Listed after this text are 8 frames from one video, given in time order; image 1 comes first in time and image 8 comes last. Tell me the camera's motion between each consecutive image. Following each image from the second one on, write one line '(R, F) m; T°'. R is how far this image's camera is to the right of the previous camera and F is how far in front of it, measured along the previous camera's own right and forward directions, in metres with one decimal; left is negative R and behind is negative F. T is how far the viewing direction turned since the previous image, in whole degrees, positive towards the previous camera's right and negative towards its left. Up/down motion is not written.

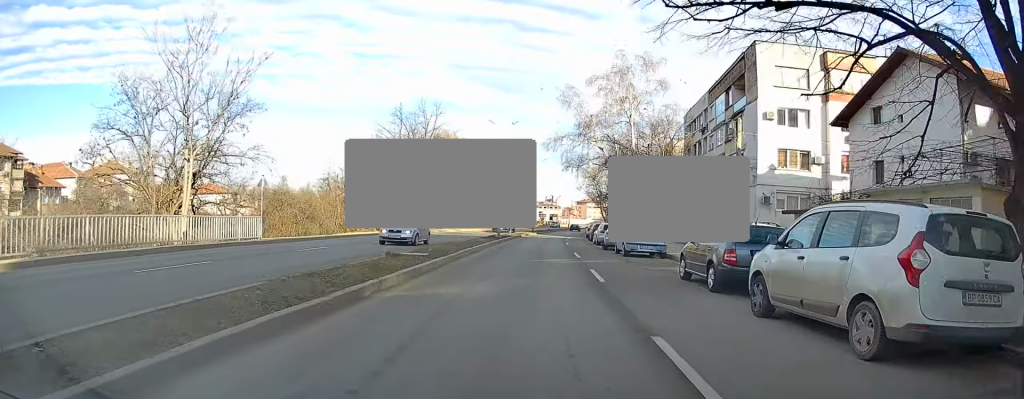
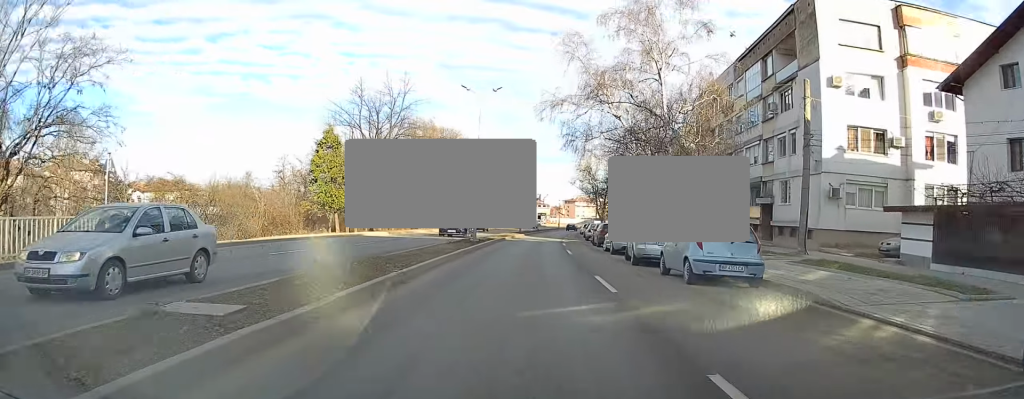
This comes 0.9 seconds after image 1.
(+0.1, +10.8) m; +2°
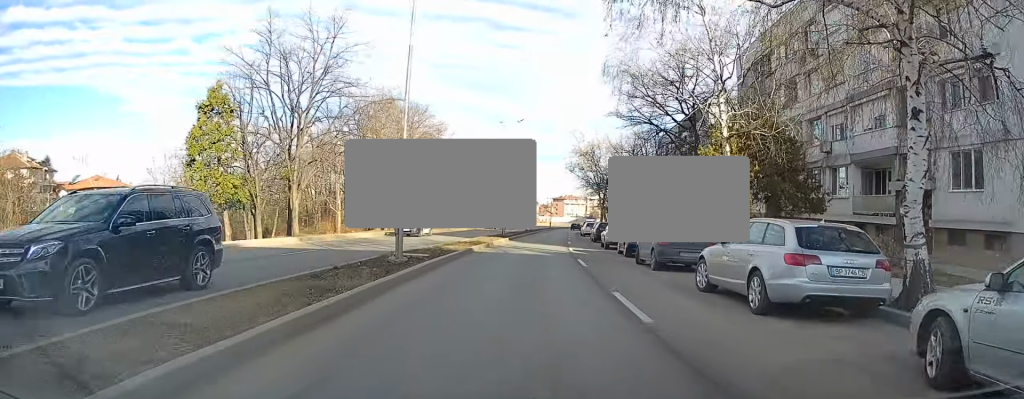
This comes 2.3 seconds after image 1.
(+0.5, +17.4) m; +2°
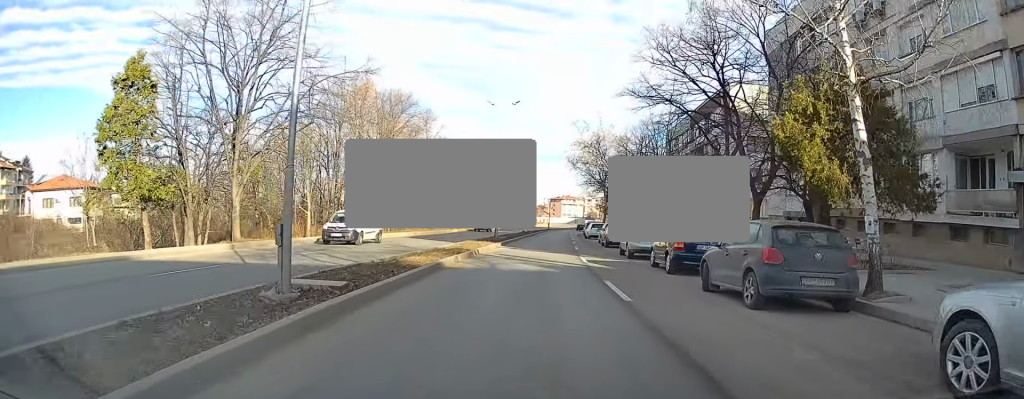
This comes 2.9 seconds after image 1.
(0.0, +7.6) m; 0°
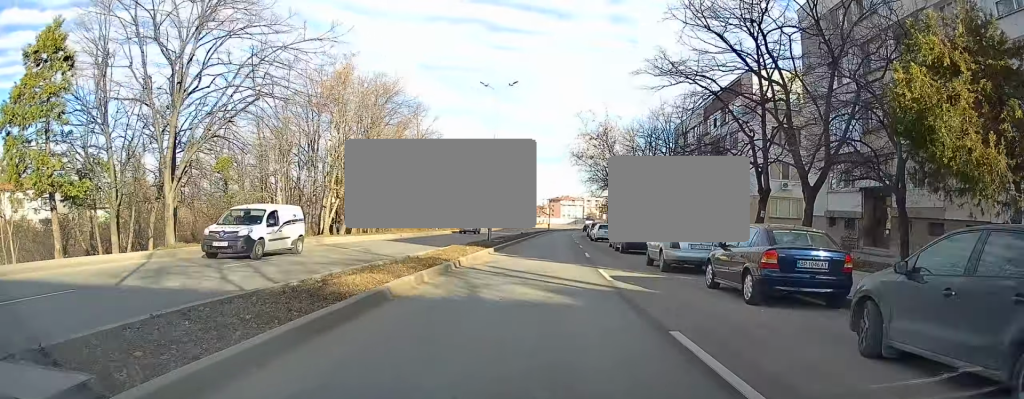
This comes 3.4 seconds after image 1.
(0.0, +5.8) m; 0°
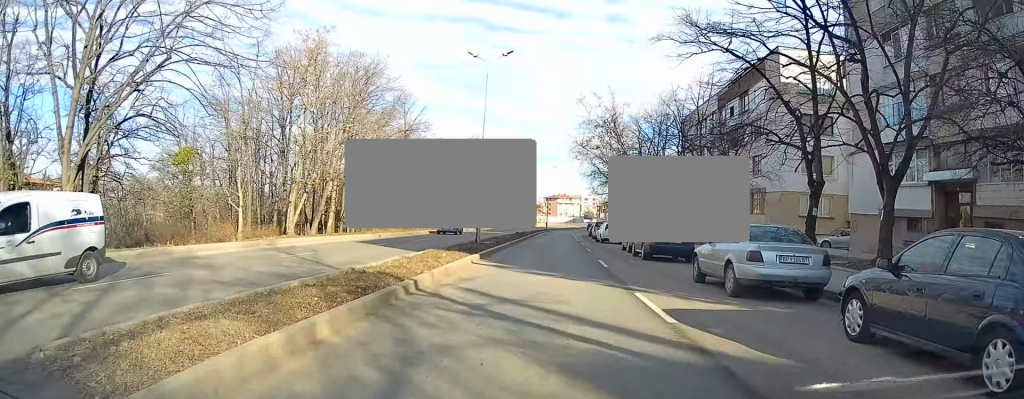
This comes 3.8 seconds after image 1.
(0.0, +6.6) m; 0°
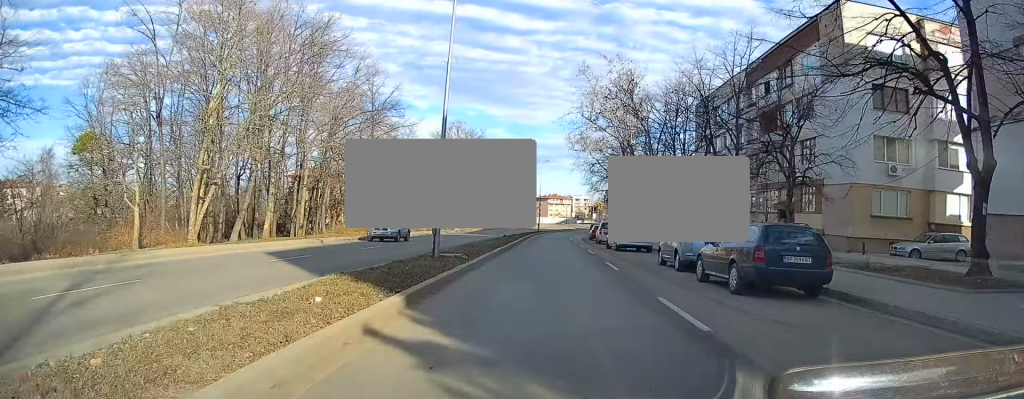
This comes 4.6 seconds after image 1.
(0.0, +10.6) m; +1°
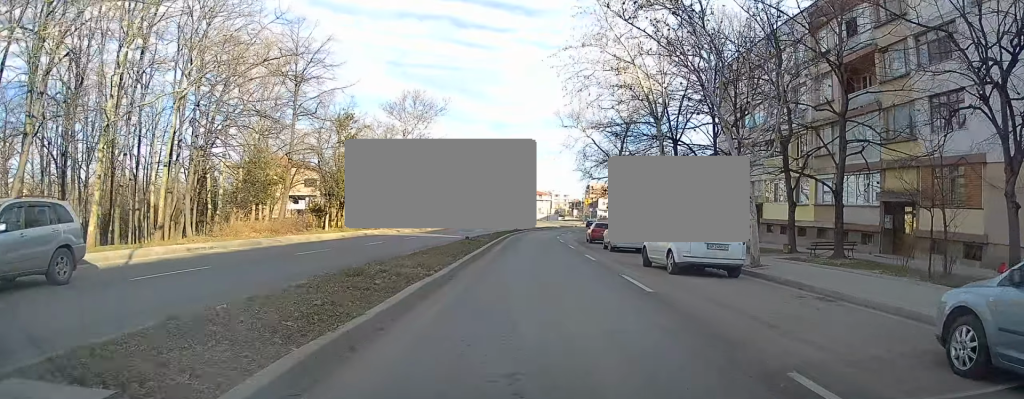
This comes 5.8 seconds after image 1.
(+0.2, +15.5) m; +2°
